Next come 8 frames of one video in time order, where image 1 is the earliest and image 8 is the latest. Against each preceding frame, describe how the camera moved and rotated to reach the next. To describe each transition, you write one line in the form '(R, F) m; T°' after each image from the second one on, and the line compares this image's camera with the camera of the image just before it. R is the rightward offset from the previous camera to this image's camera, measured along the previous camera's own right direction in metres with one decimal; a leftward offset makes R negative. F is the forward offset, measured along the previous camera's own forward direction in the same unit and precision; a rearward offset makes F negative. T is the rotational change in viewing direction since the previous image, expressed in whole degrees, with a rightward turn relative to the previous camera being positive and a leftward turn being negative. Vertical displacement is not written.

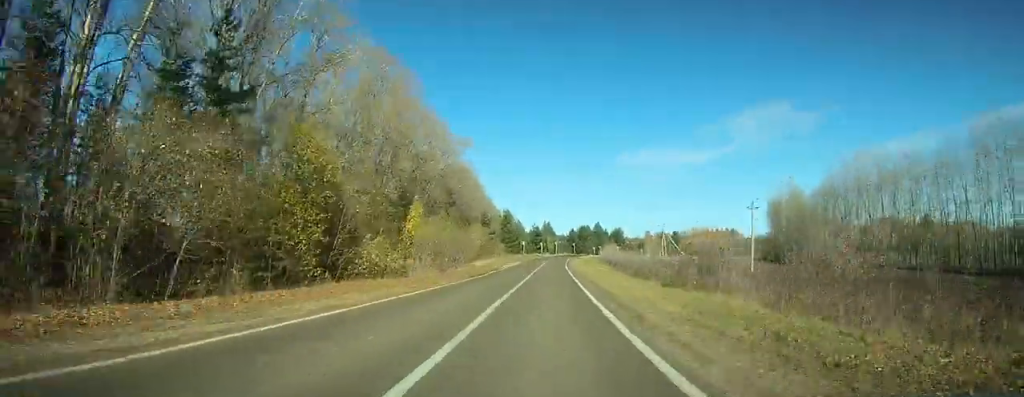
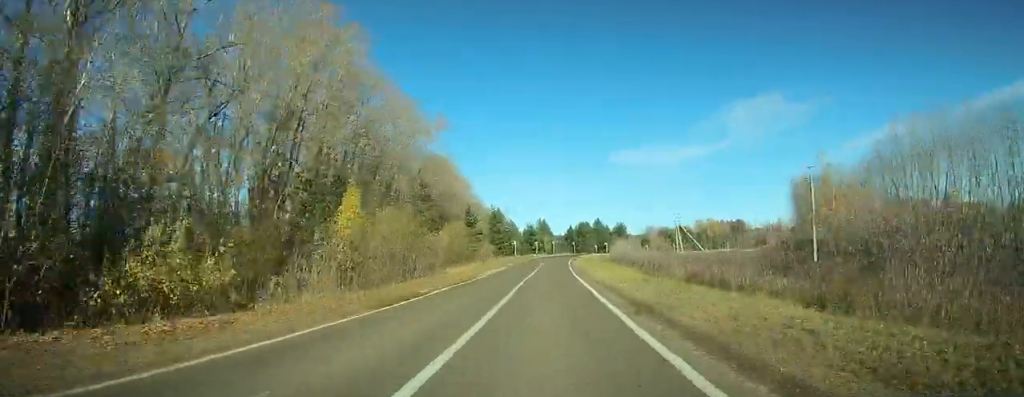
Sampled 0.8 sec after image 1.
(-1.1, +20.1) m; 0°
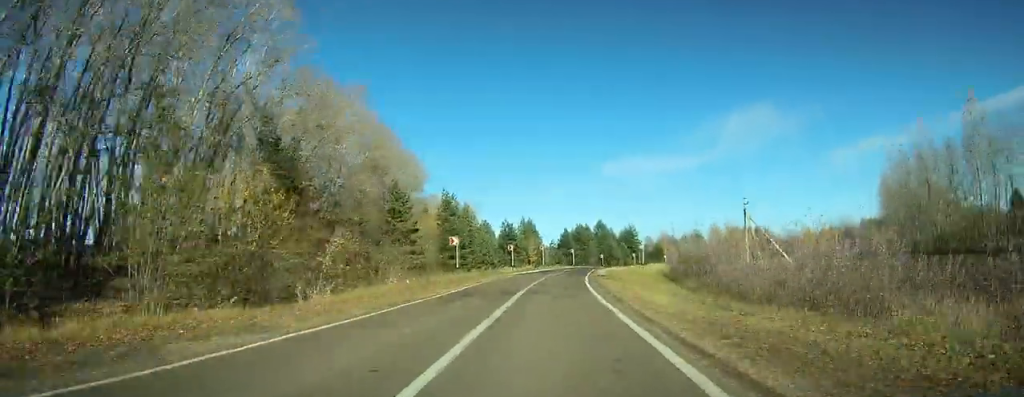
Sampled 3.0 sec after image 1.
(+0.2, +54.3) m; +2°
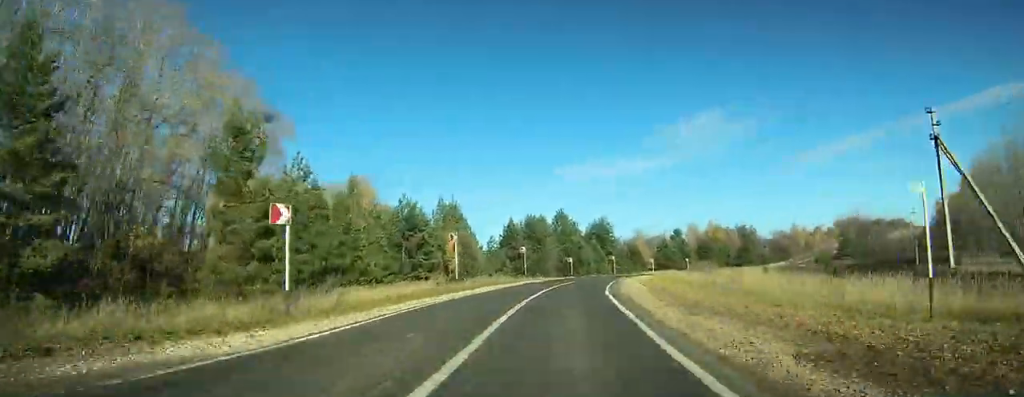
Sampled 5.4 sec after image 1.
(+0.6, +56.7) m; +1°
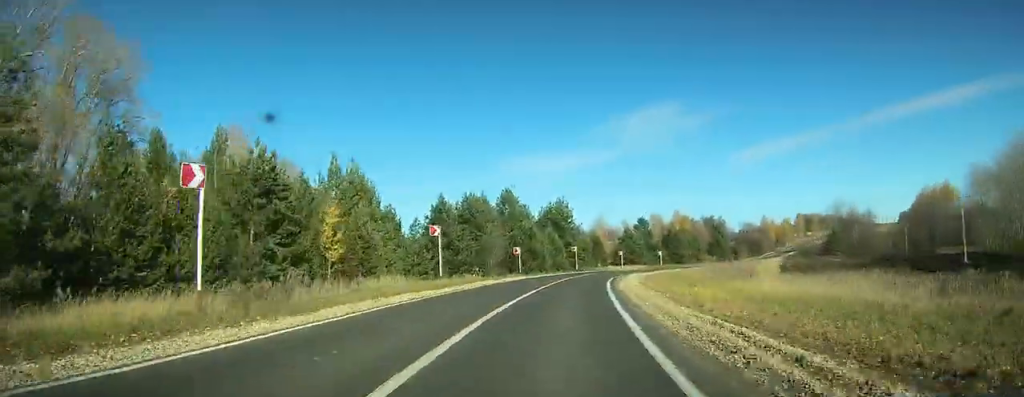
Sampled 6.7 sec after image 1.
(0.0, +26.9) m; +3°
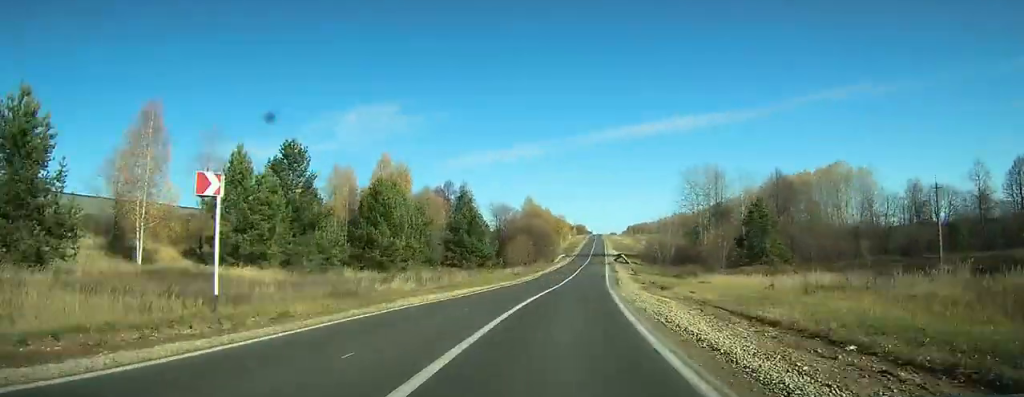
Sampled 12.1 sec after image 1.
(+24.1, +93.1) m; +30°
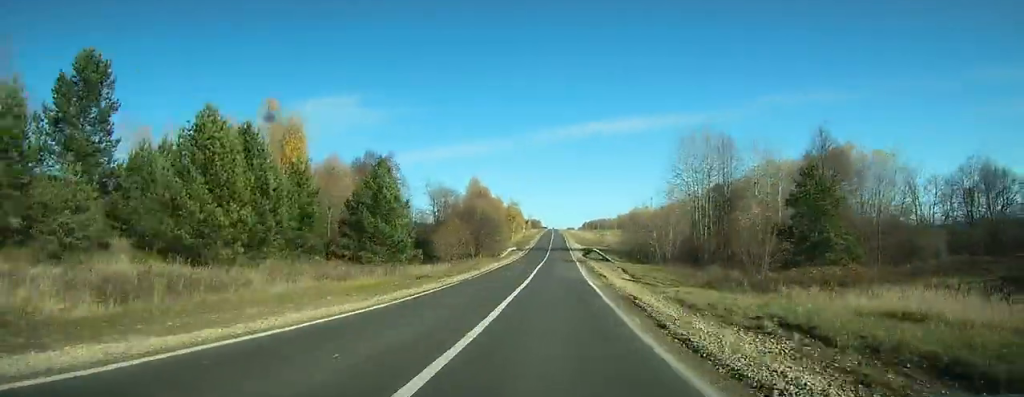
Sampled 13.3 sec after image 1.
(+2.0, +23.7) m; +5°
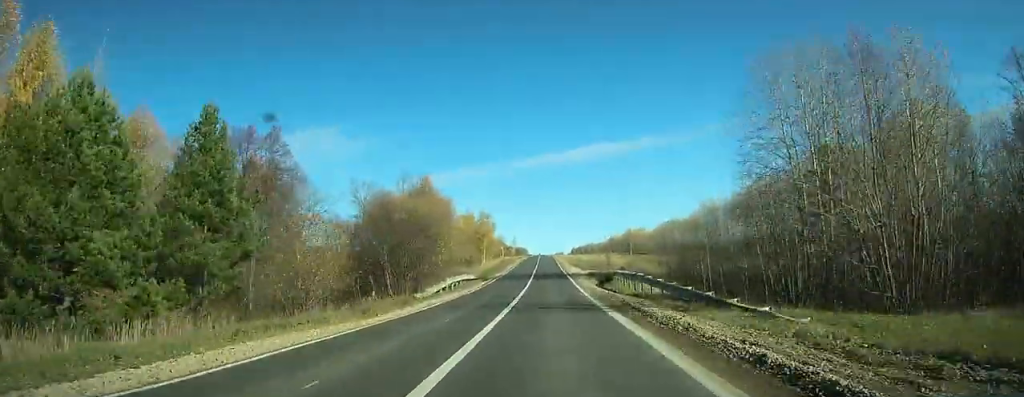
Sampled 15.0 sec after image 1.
(+1.6, +32.9) m; +4°
